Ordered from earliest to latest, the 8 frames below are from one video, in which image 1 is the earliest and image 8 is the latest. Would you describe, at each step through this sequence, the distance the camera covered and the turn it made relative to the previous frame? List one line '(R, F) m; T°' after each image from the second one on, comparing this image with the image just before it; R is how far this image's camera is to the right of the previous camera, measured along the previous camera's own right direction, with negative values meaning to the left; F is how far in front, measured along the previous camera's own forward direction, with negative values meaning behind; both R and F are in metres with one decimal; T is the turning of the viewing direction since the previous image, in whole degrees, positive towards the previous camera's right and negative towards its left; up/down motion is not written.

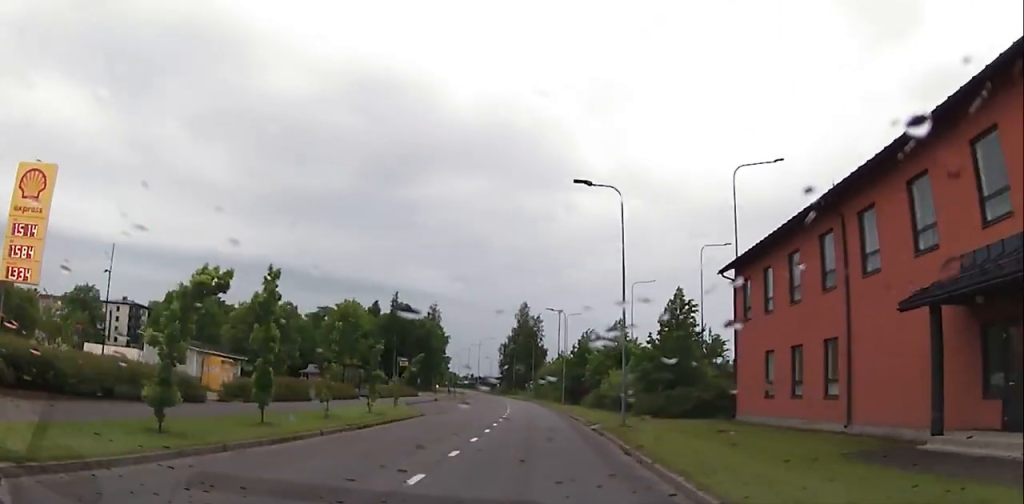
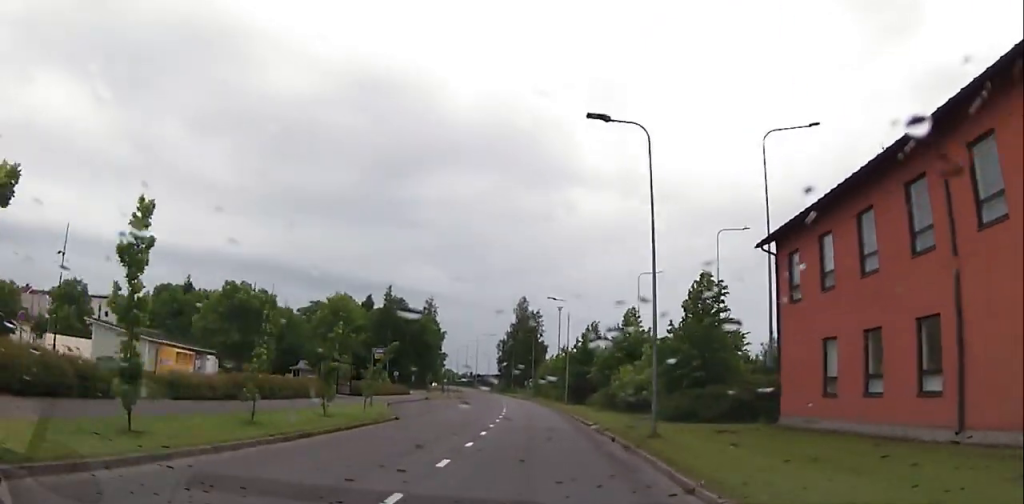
(0.0, +5.8) m; -1°
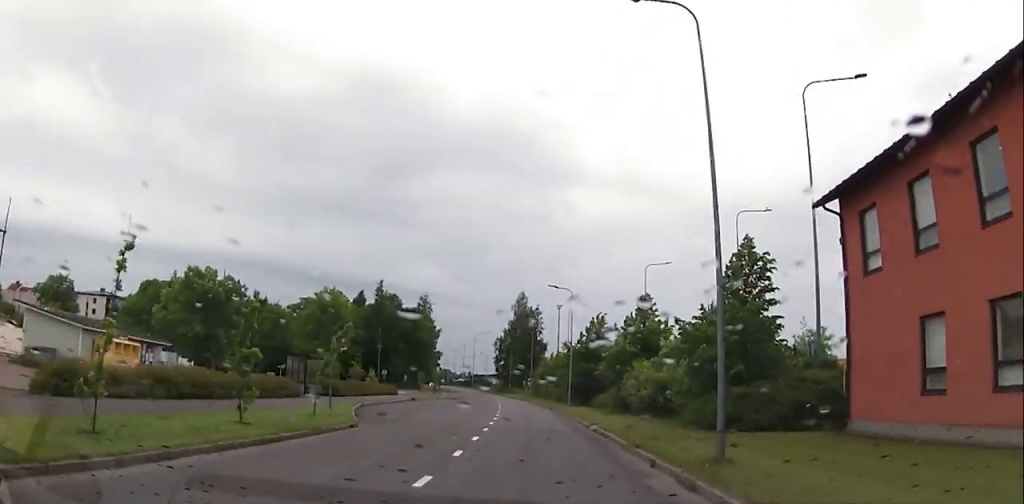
(-0.1, +6.2) m; -1°
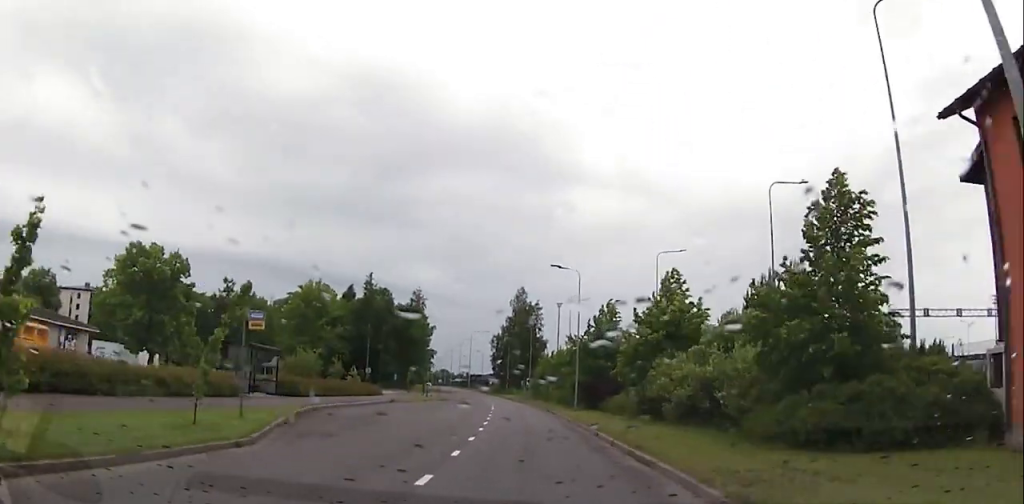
(0.0, +7.7) m; 0°
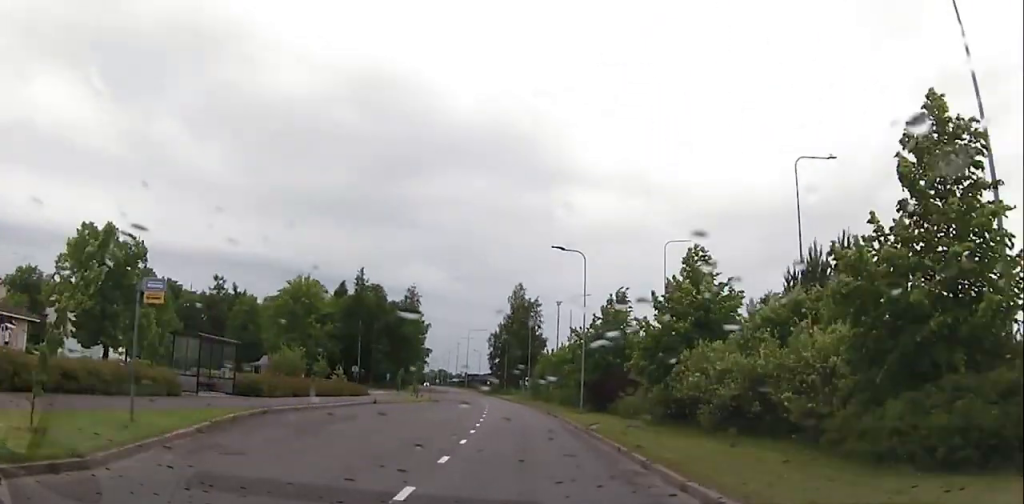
(0.0, +5.0) m; 0°
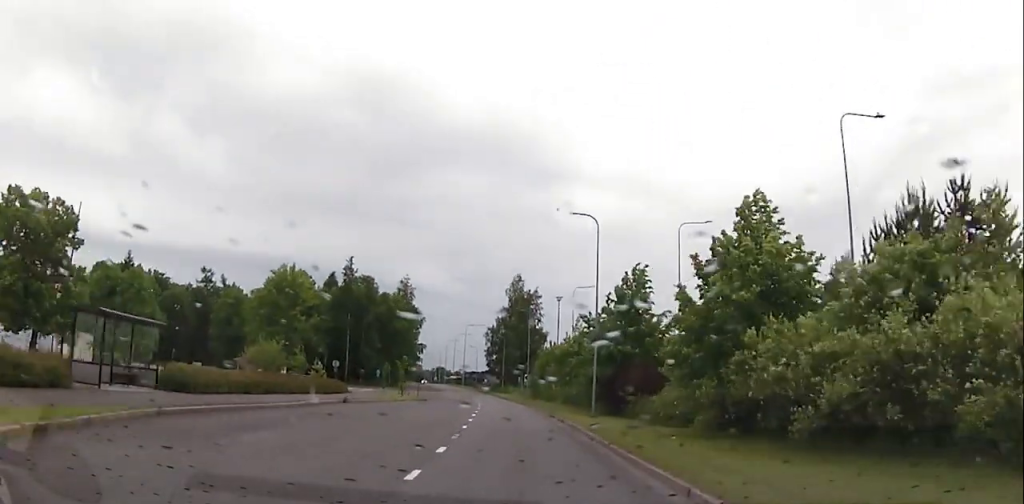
(+0.1, +6.5) m; 0°
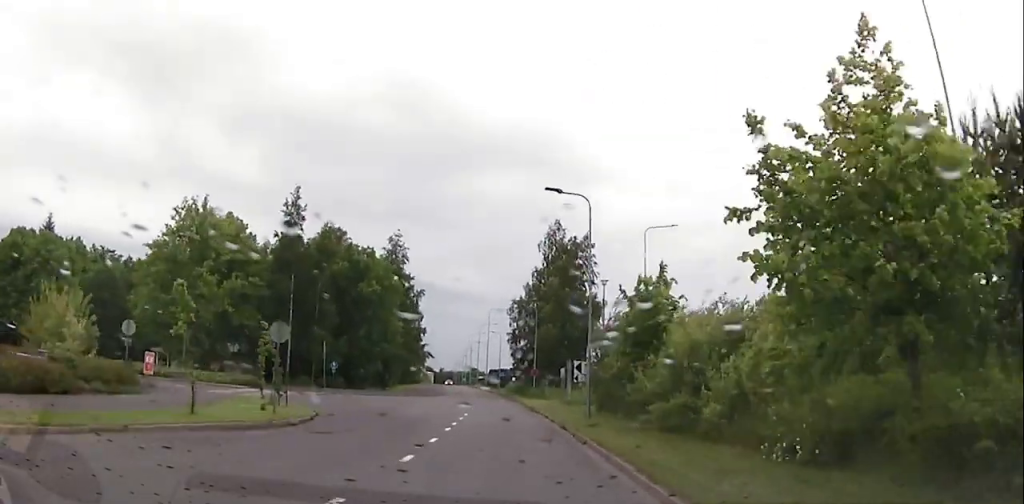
(-0.9, +37.3) m; -3°
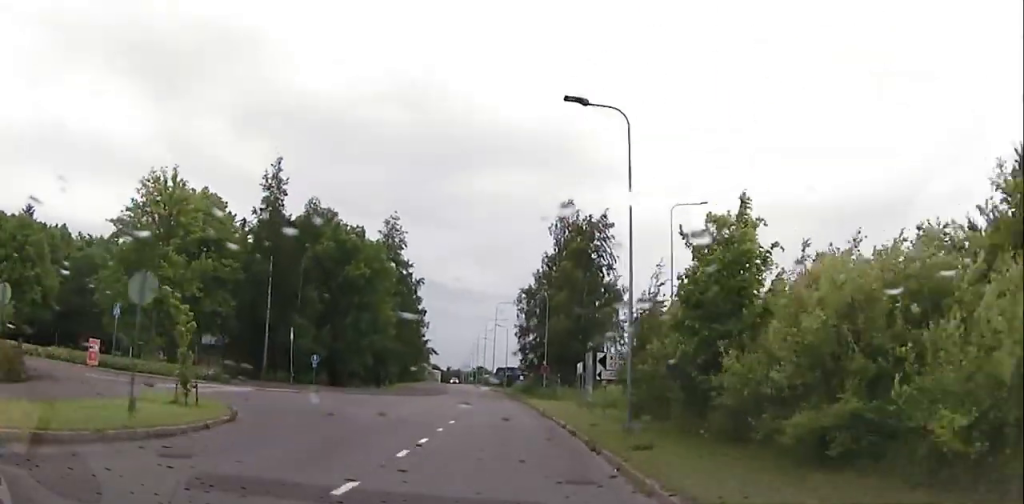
(-0.1, +7.8) m; -1°
